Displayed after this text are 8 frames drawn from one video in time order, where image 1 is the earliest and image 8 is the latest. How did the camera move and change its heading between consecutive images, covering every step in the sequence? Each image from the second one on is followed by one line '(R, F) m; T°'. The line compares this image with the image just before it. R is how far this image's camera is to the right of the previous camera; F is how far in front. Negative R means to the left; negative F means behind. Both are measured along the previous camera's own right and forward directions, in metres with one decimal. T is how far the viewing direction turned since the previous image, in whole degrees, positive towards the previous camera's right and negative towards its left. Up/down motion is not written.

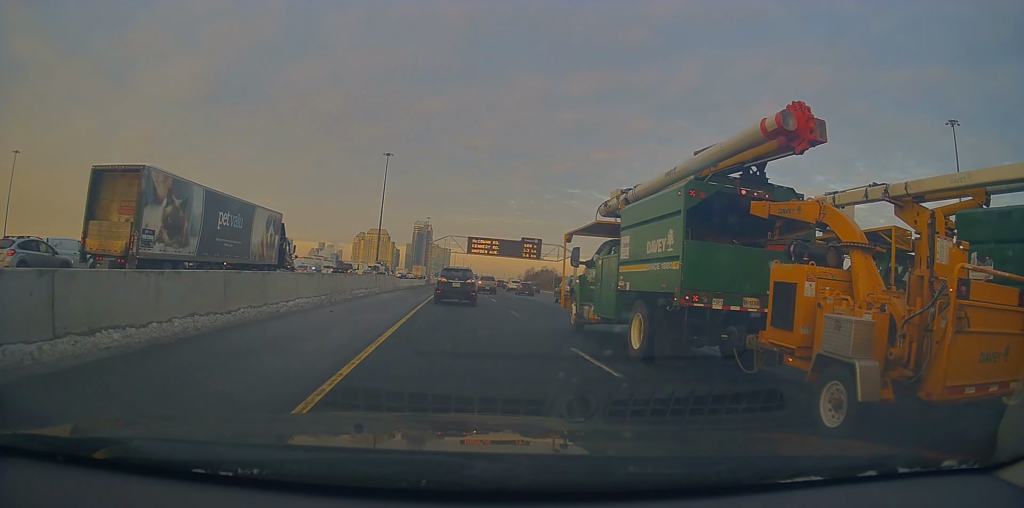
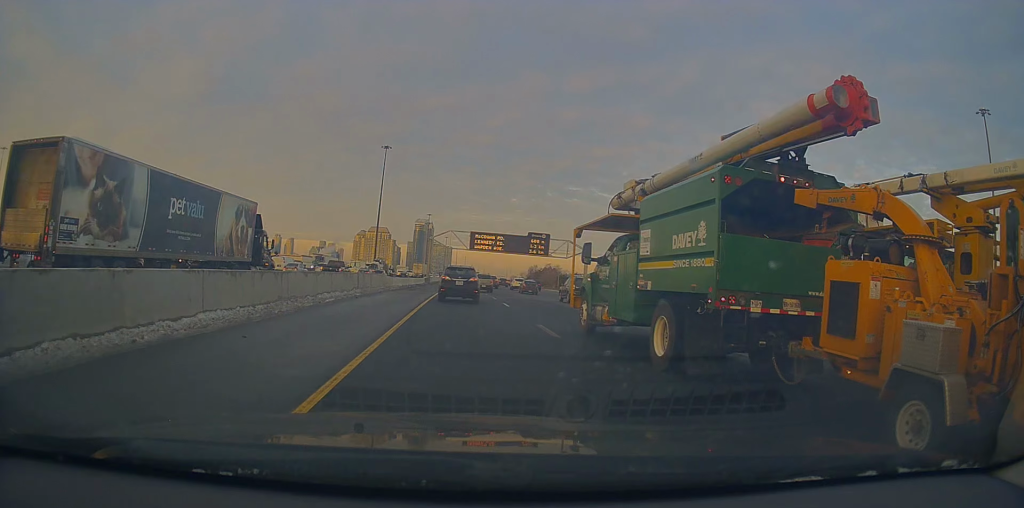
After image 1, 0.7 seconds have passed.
(+0.1, +7.0) m; 0°
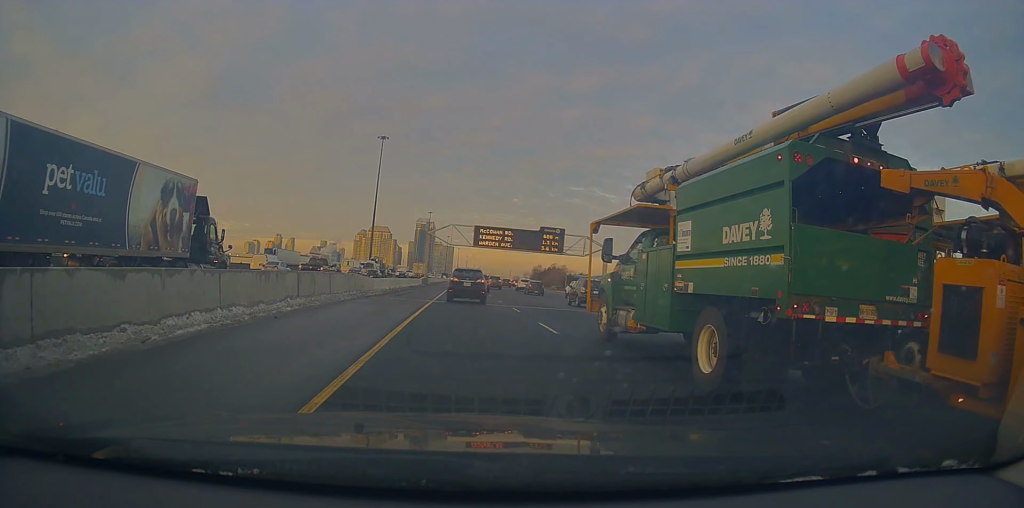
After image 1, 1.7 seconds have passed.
(+0.1, +11.0) m; 0°
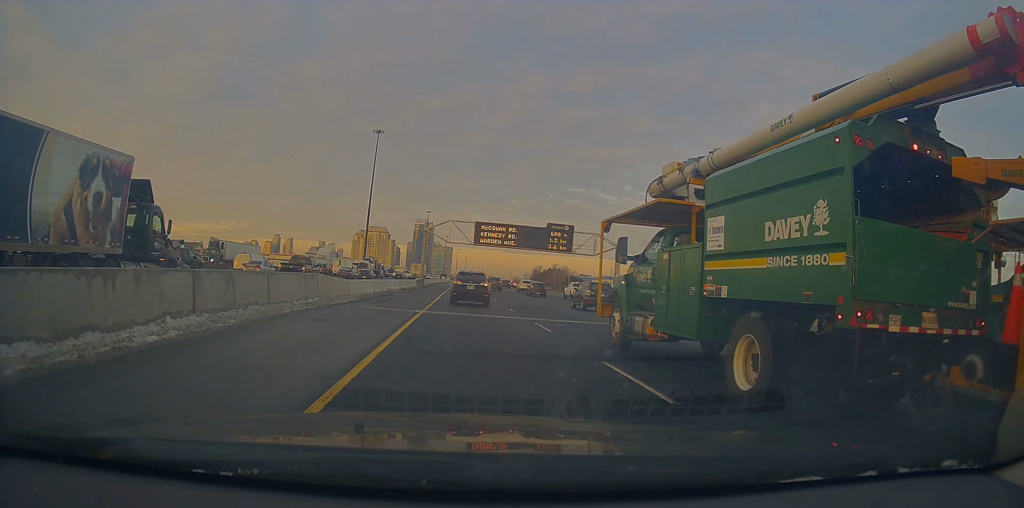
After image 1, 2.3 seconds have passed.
(-0.1, +6.8) m; -1°
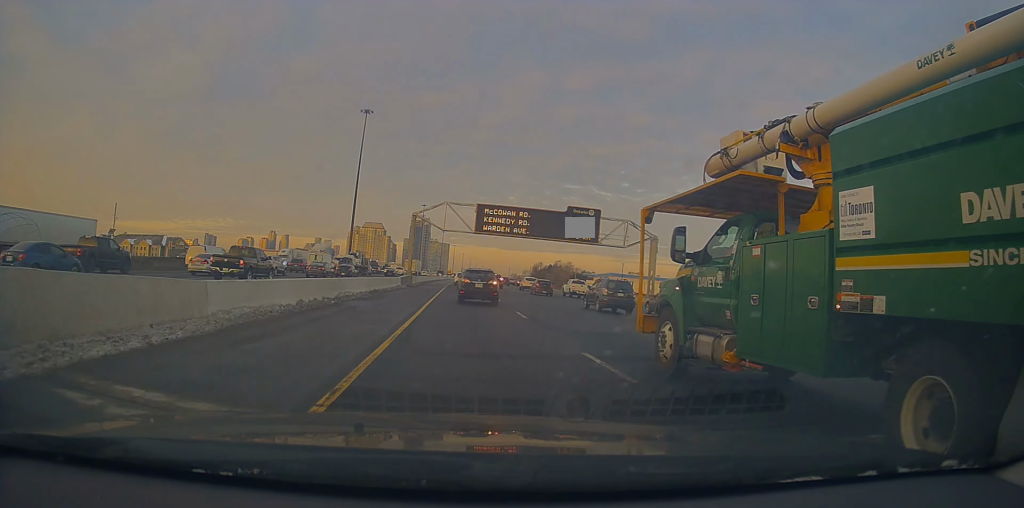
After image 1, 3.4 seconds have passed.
(+0.1, +14.9) m; 0°
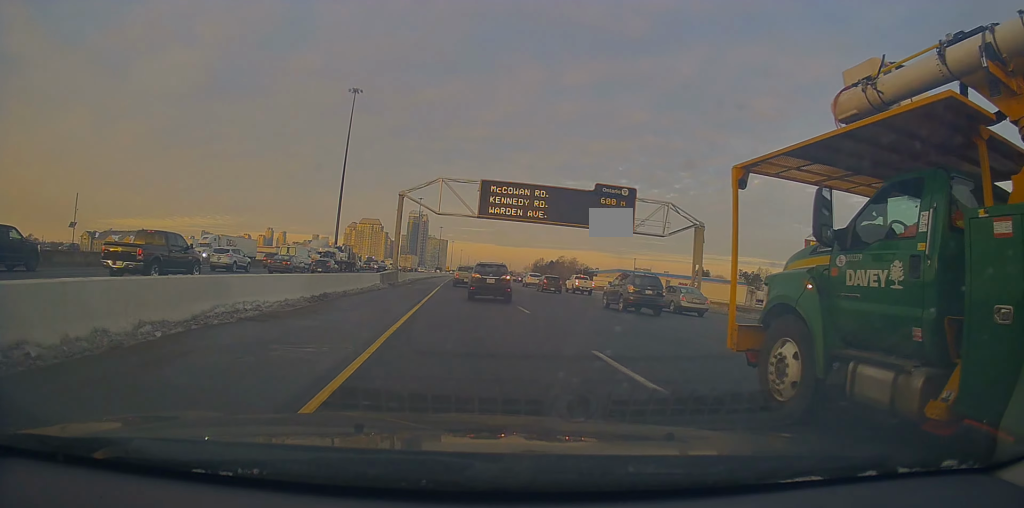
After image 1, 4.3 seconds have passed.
(-0.1, +12.3) m; 0°
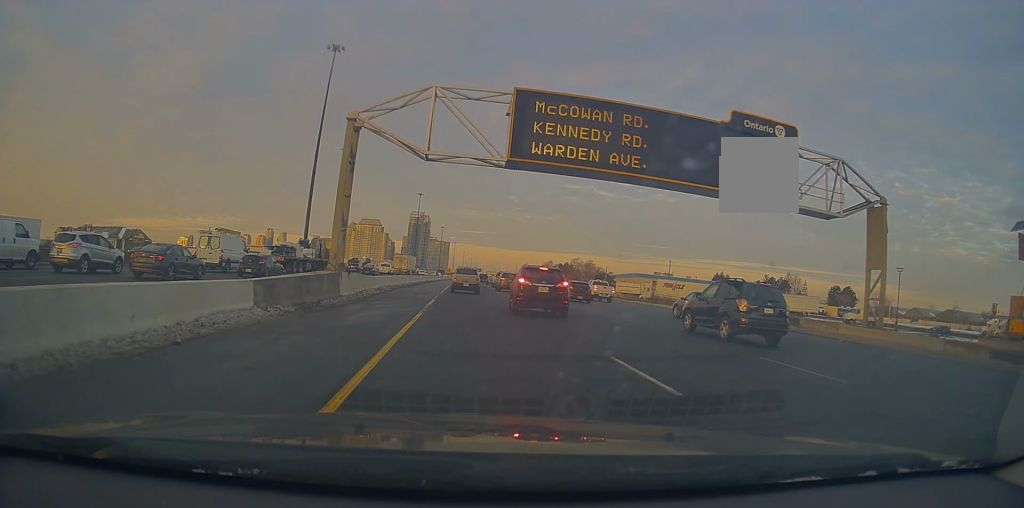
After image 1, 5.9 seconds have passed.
(-0.4, +24.0) m; -1°
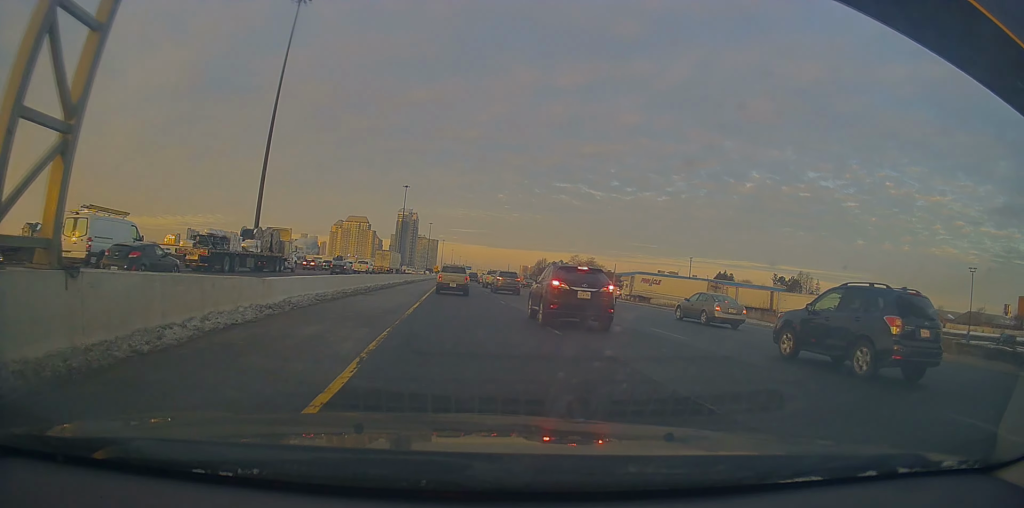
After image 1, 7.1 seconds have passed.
(+0.2, +18.7) m; +2°
